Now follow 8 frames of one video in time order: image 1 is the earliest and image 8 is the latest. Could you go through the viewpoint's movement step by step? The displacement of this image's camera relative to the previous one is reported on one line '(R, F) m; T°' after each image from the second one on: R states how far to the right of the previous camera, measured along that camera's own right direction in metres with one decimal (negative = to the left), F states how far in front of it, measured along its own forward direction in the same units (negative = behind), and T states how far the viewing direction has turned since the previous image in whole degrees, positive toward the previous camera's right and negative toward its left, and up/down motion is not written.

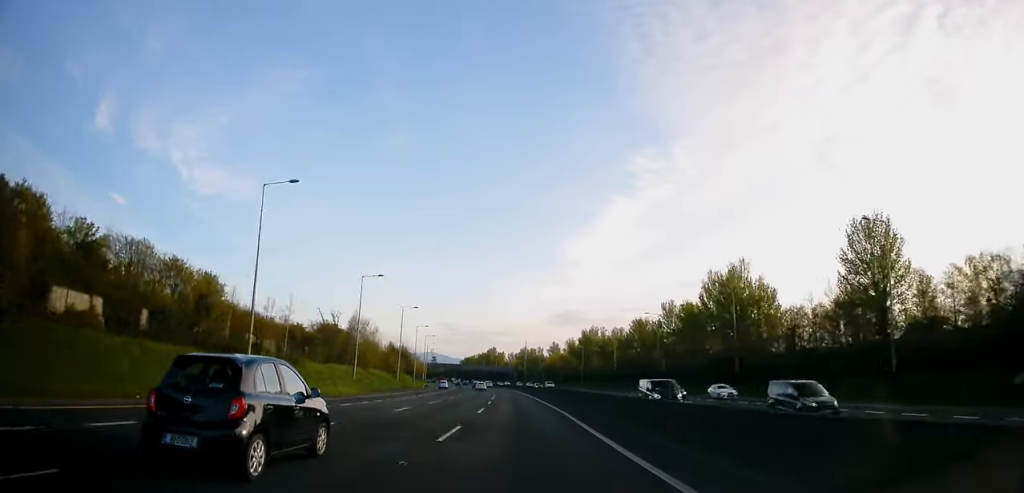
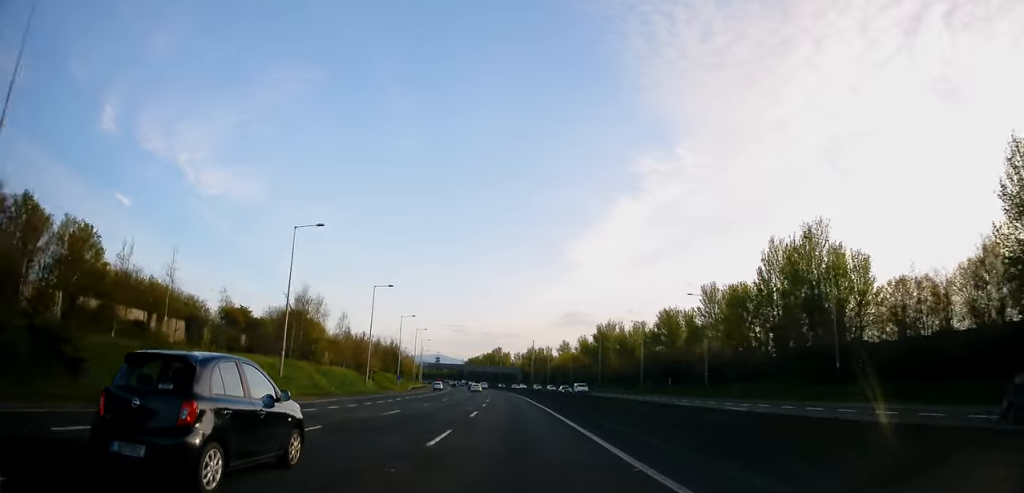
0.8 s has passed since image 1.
(0.0, +24.6) m; -1°
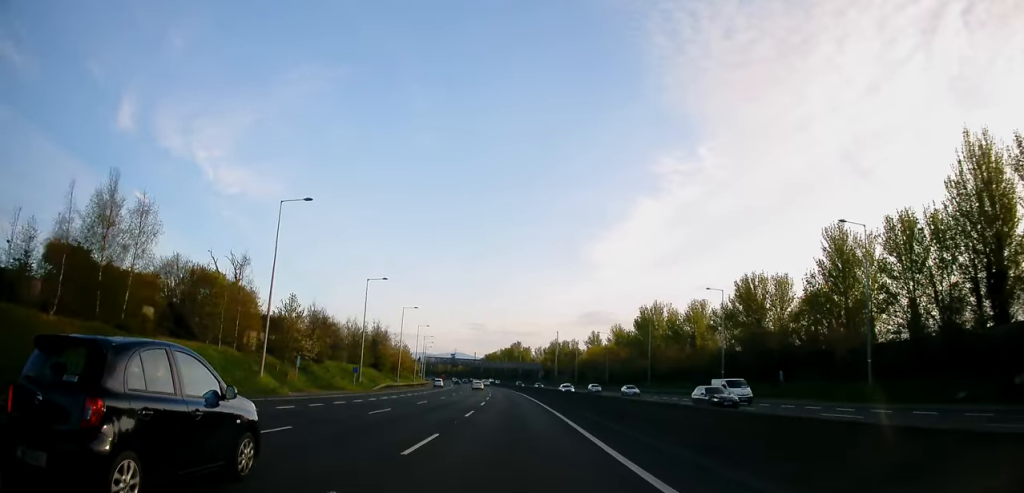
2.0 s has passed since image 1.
(-0.9, +38.2) m; -2°
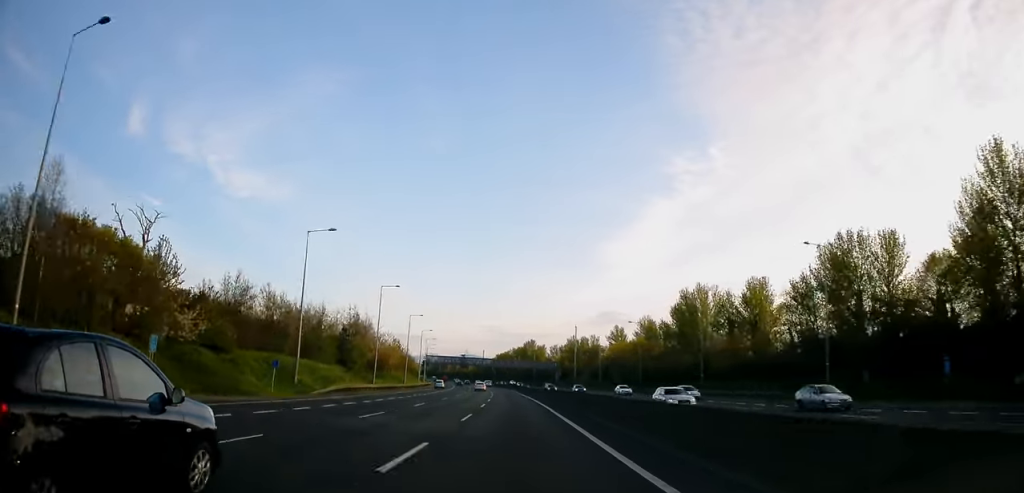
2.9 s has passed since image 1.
(-0.2, +25.9) m; -1°
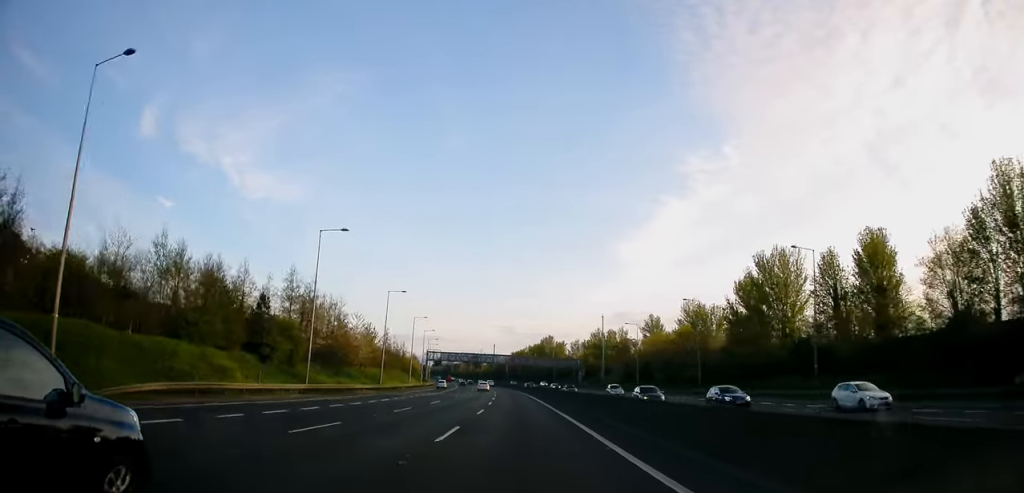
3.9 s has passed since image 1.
(-0.4, +31.0) m; -2°
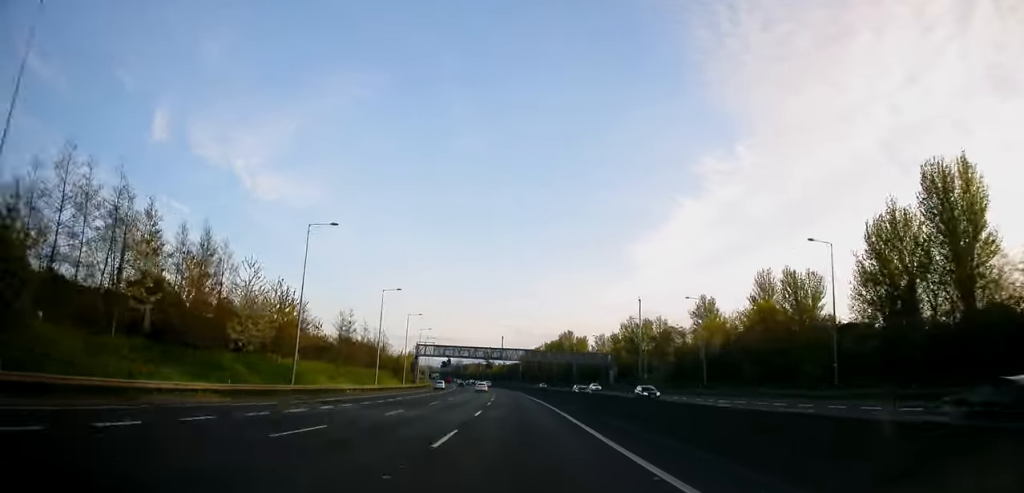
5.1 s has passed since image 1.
(-0.6, +37.5) m; -1°
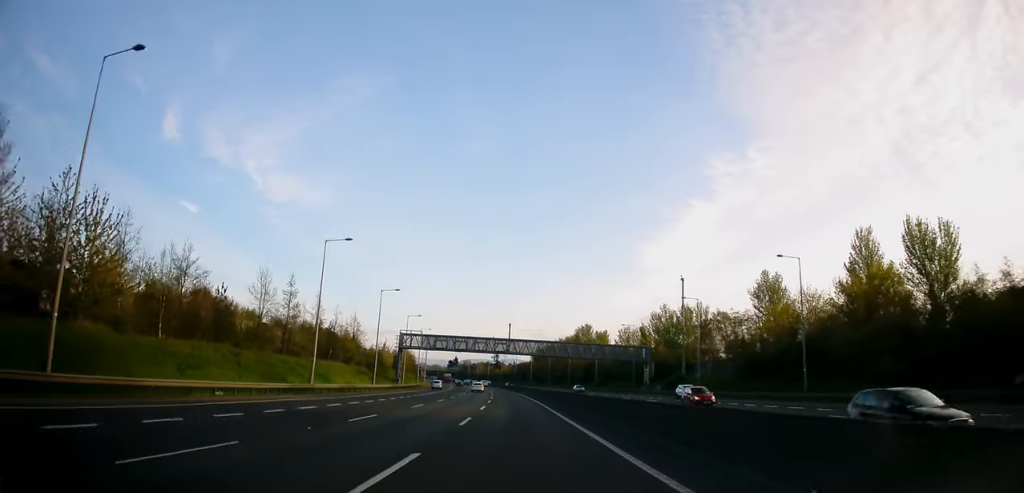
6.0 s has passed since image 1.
(-0.1, +28.9) m; -1°
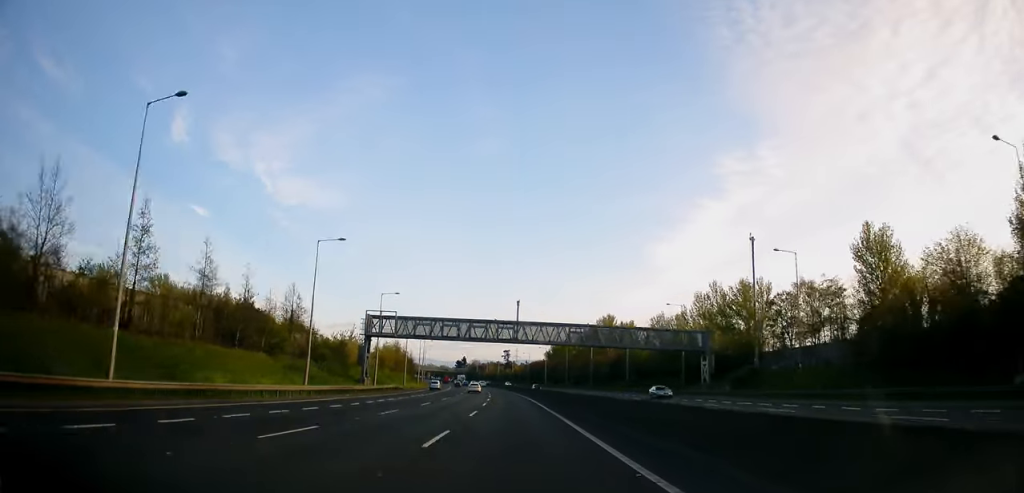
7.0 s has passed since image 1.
(-0.3, +30.3) m; -1°
